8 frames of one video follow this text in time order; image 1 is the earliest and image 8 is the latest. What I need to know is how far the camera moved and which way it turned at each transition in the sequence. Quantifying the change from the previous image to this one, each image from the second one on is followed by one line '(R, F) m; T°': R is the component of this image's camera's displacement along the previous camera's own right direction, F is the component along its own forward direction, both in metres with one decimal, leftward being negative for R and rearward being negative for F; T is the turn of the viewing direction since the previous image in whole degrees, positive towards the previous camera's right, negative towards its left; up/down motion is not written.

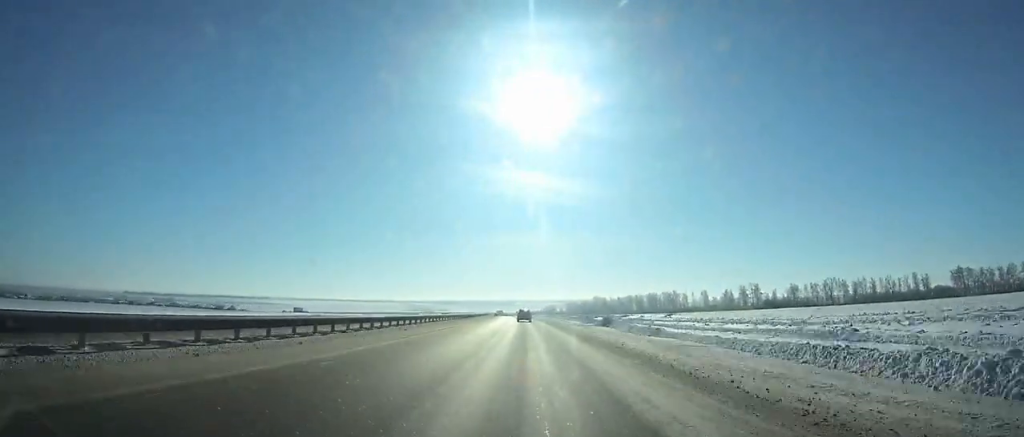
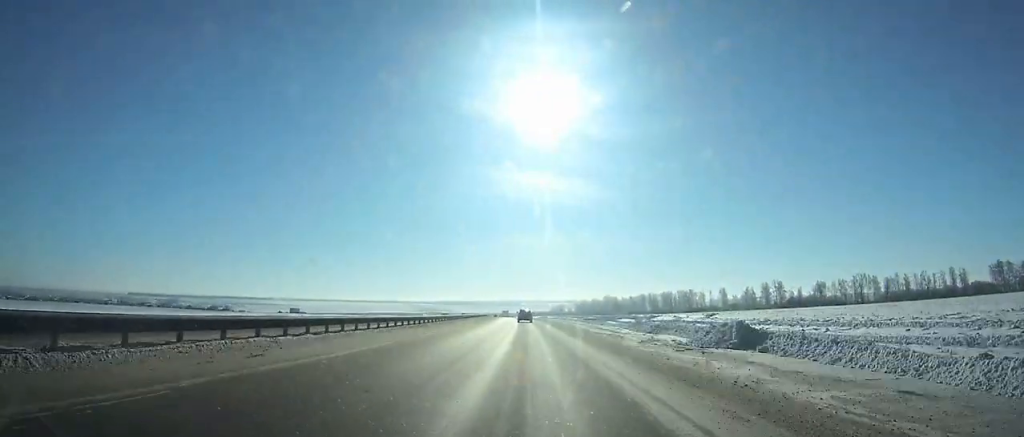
(-0.4, +34.6) m; -1°
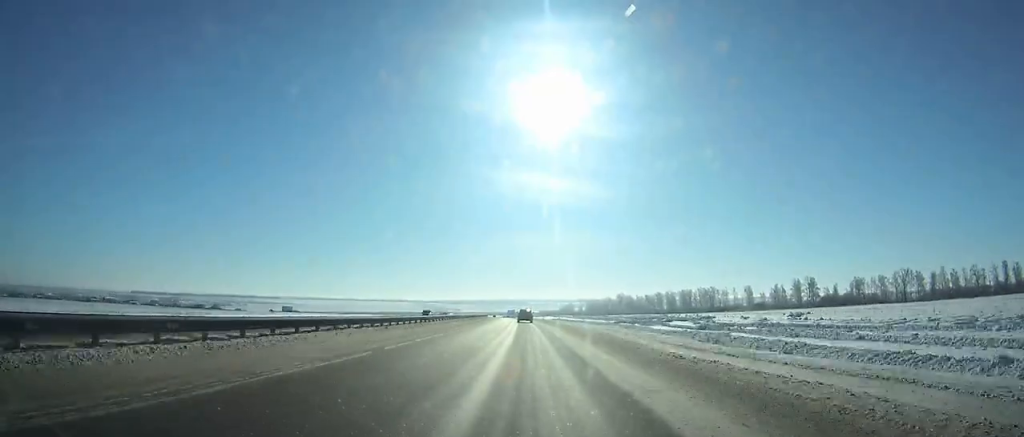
(-0.2, +45.3) m; -1°
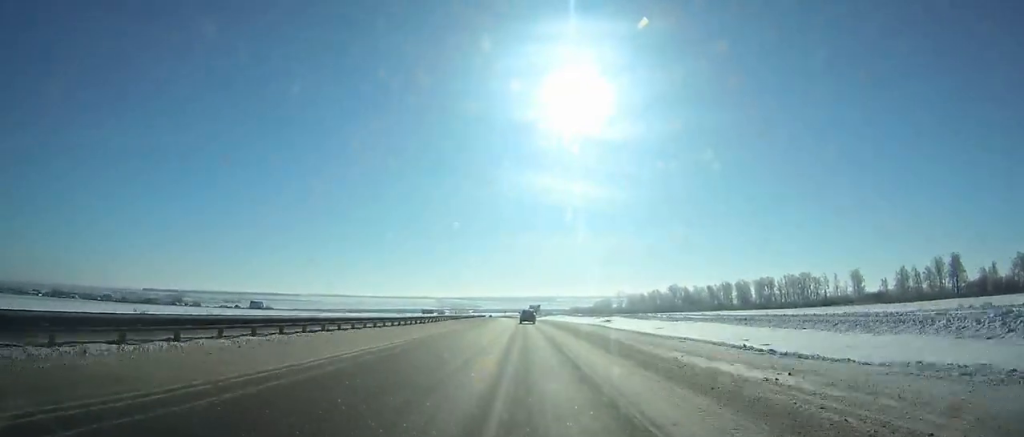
(-3.3, +137.4) m; -3°
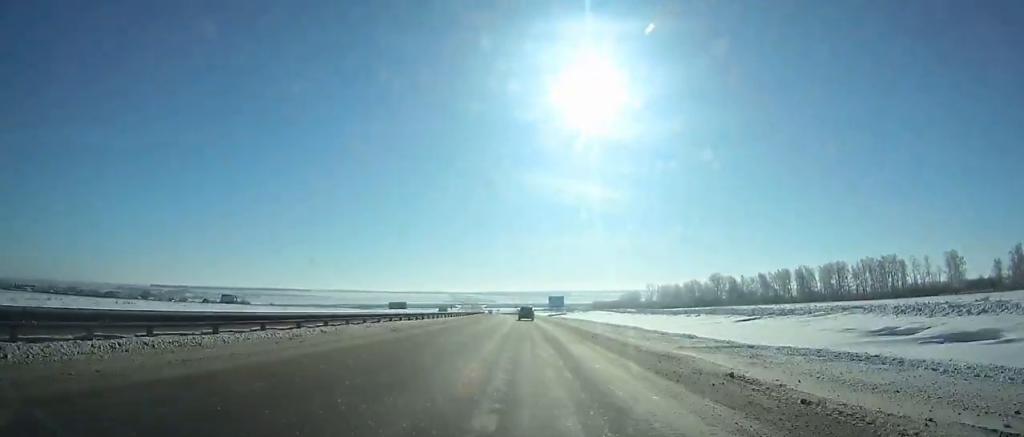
(-1.0, +80.8) m; -1°
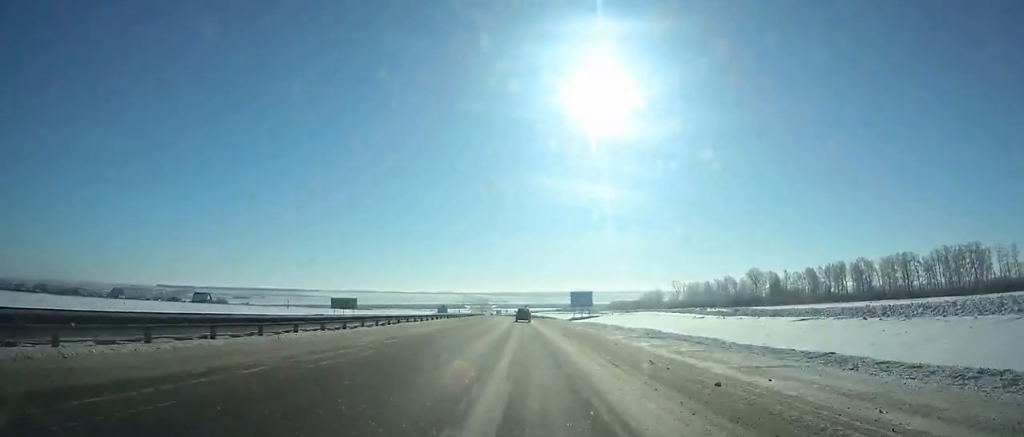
(-0.6, +56.9) m; -1°
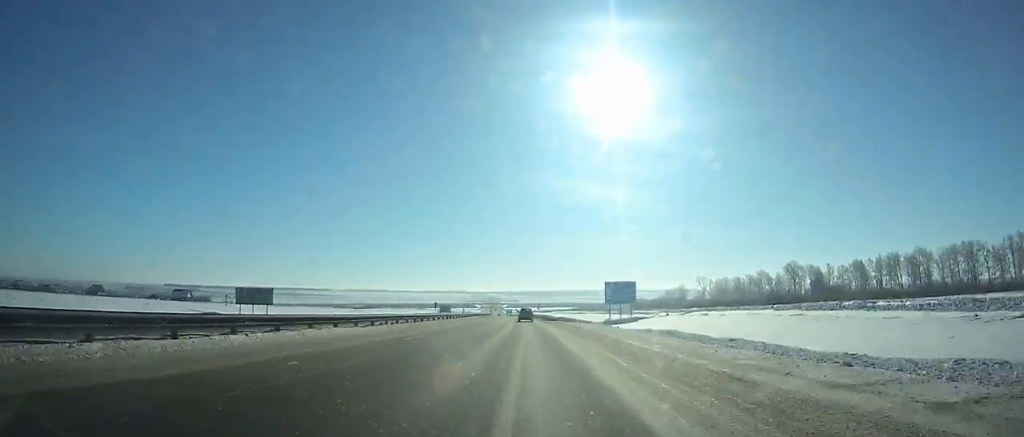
(-0.3, +41.6) m; -1°
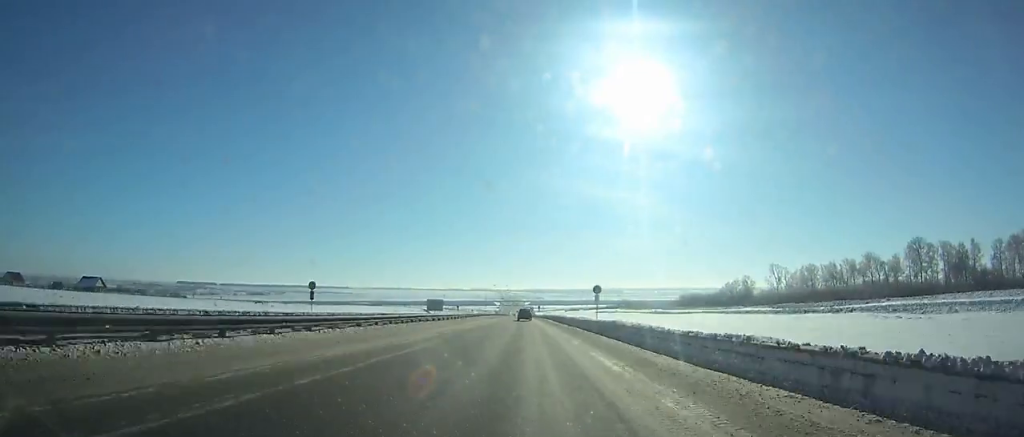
(-2.3, +106.3) m; -2°
